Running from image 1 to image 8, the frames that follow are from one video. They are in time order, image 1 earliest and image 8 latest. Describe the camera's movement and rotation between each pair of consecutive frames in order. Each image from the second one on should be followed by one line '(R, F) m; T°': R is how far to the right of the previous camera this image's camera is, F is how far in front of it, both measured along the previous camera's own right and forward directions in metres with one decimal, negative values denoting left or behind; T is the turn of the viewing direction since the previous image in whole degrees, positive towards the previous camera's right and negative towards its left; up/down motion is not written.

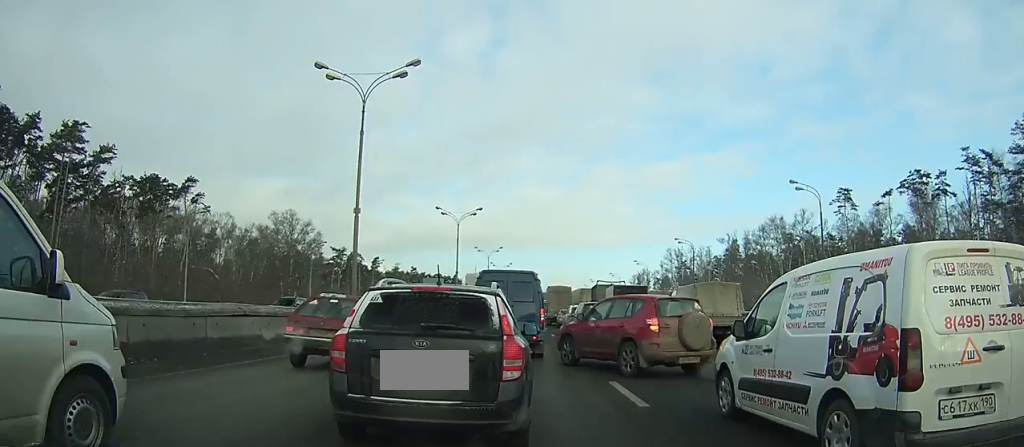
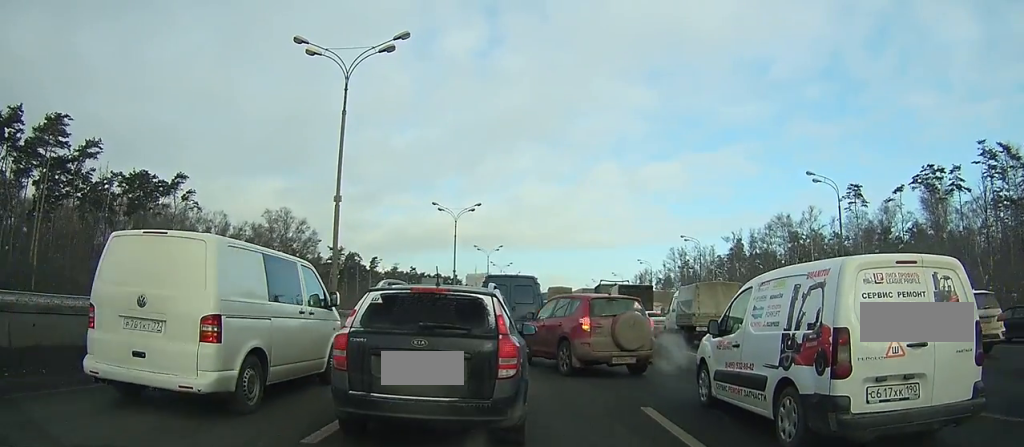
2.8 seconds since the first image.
(0.0, +3.4) m; +1°
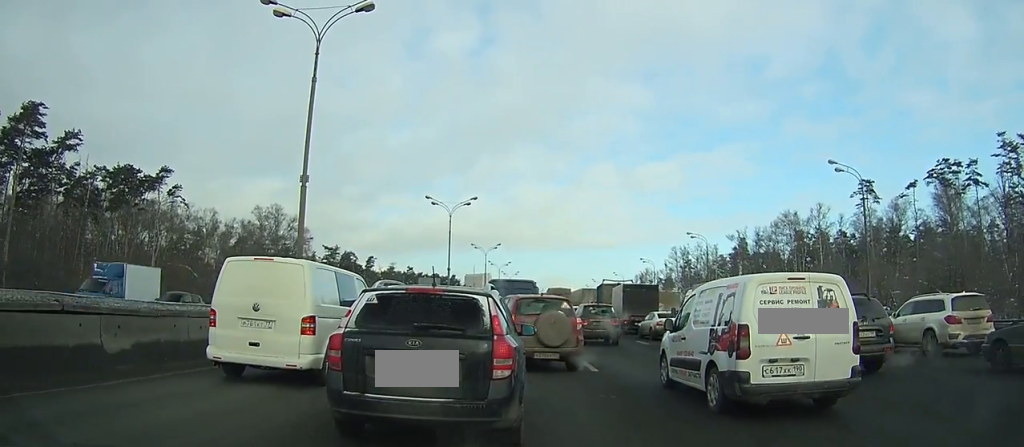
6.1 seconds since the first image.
(+0.1, +4.0) m; 0°
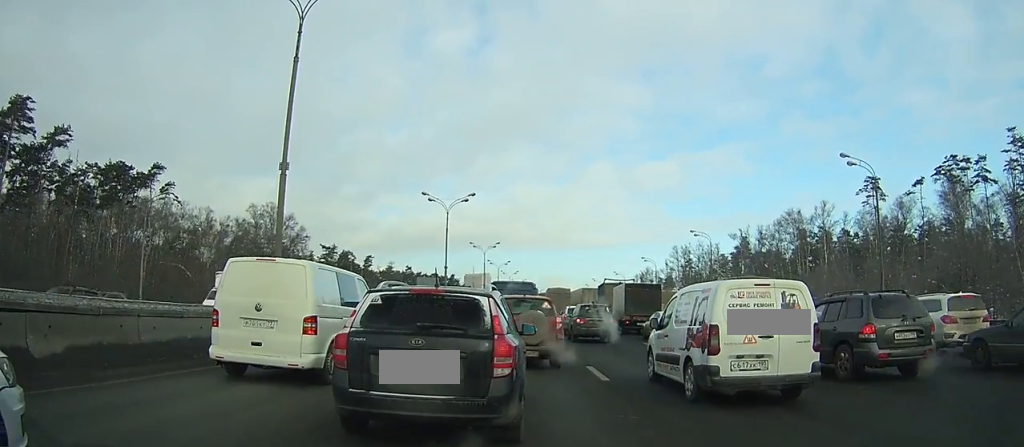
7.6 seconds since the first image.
(0.0, +1.9) m; 0°
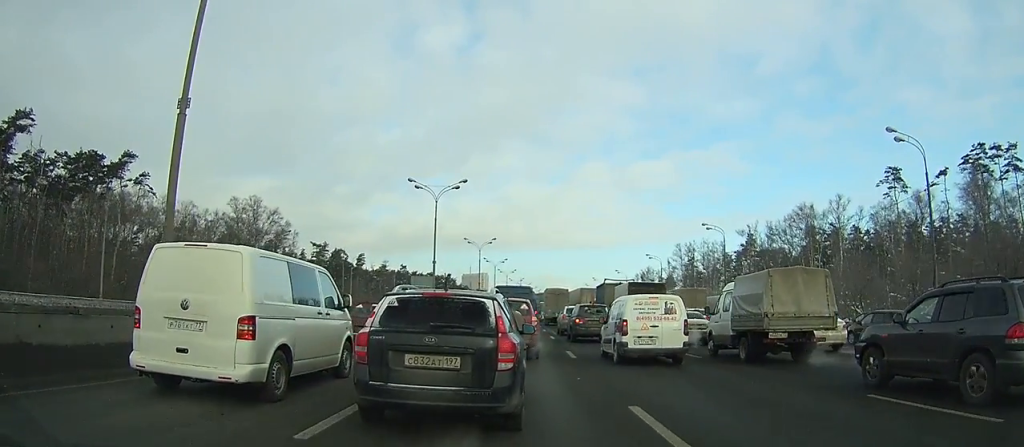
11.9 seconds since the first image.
(0.0, +6.2) m; +1°
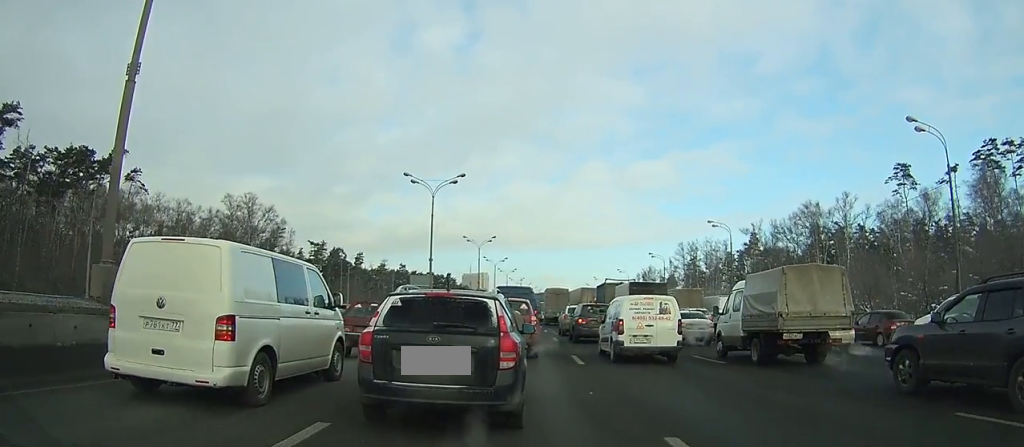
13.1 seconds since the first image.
(0.0, +2.1) m; 0°
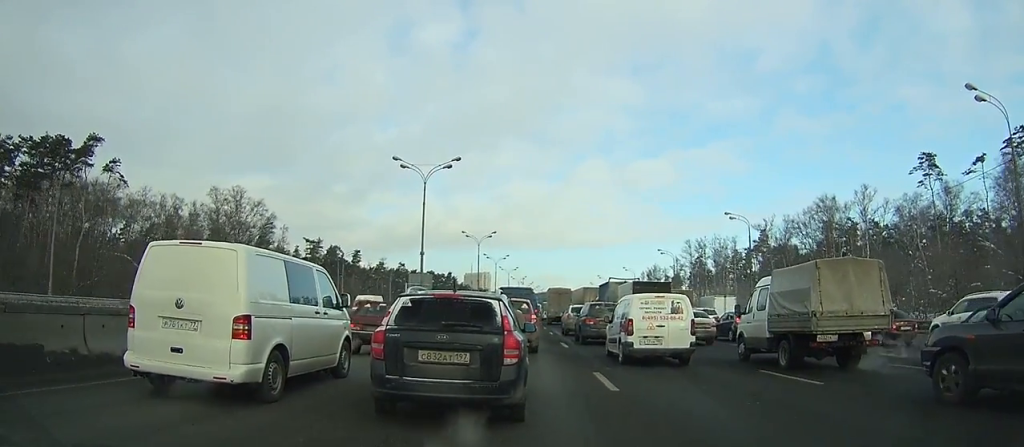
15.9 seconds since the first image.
(0.0, +5.2) m; 0°
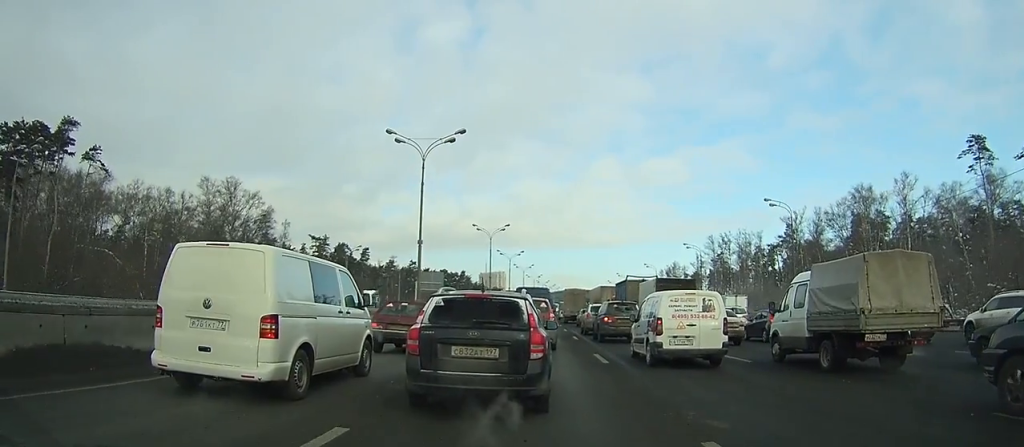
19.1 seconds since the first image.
(-0.1, +6.8) m; 0°
